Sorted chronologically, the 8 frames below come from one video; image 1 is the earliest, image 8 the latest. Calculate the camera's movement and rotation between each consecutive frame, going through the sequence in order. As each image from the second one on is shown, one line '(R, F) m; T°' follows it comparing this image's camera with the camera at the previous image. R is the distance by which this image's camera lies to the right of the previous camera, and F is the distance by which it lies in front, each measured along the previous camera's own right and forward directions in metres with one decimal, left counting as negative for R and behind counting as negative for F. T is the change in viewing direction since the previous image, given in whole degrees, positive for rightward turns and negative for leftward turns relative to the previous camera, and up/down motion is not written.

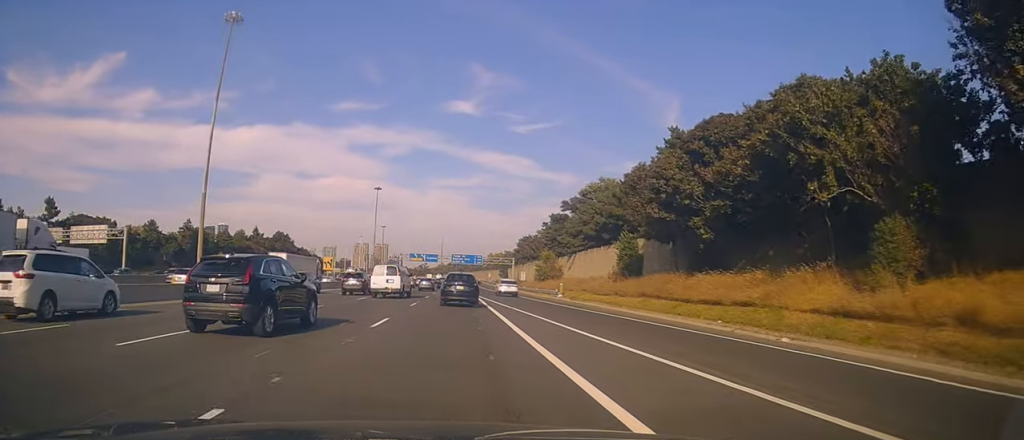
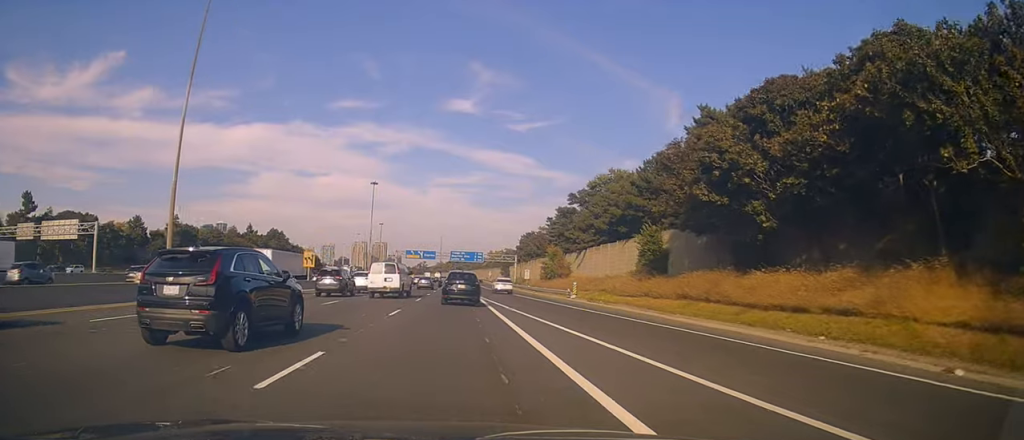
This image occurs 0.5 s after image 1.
(-0.4, +8.6) m; -1°
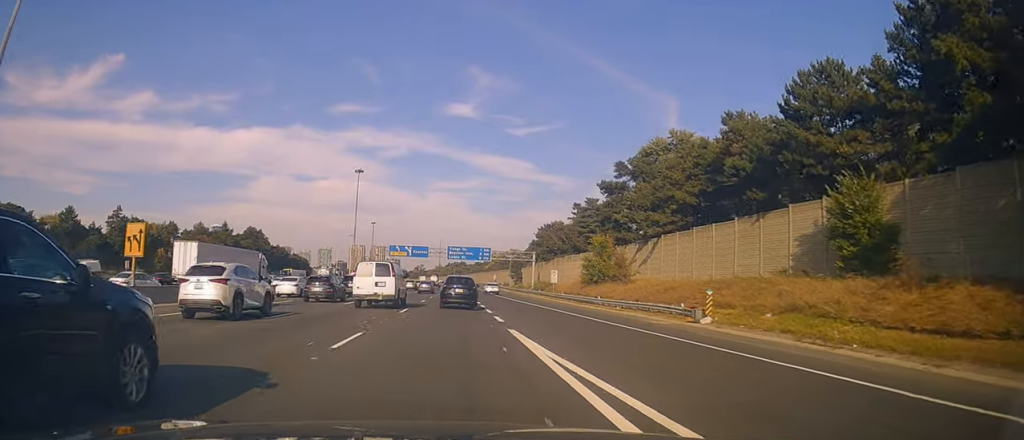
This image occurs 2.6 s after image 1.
(+0.3, +34.1) m; +2°
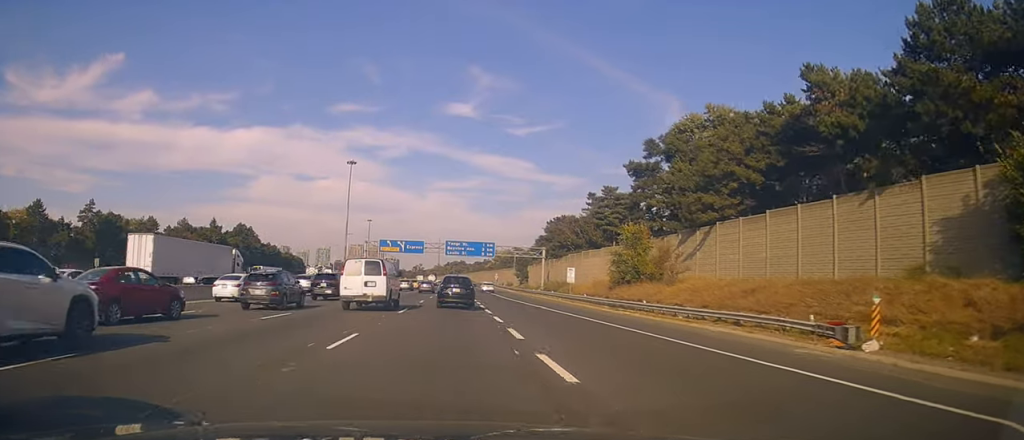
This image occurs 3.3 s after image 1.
(+0.1, +12.1) m; 0°
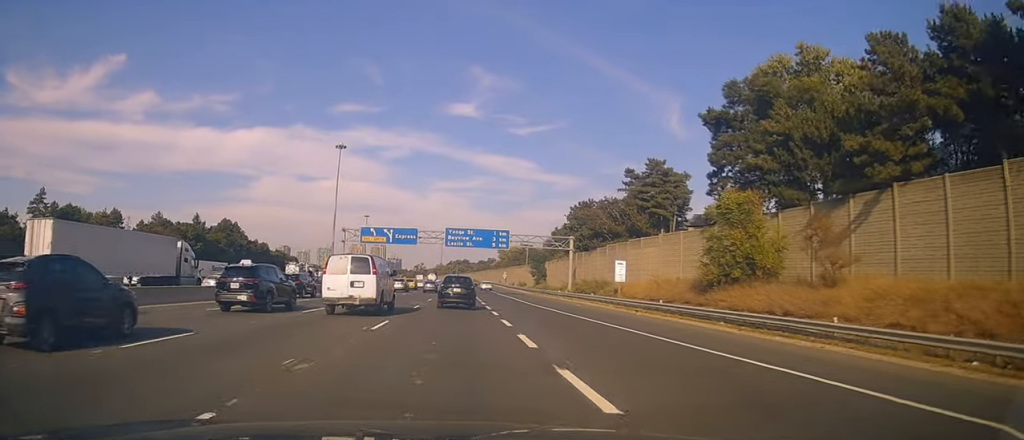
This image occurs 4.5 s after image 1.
(-0.4, +19.3) m; -2°
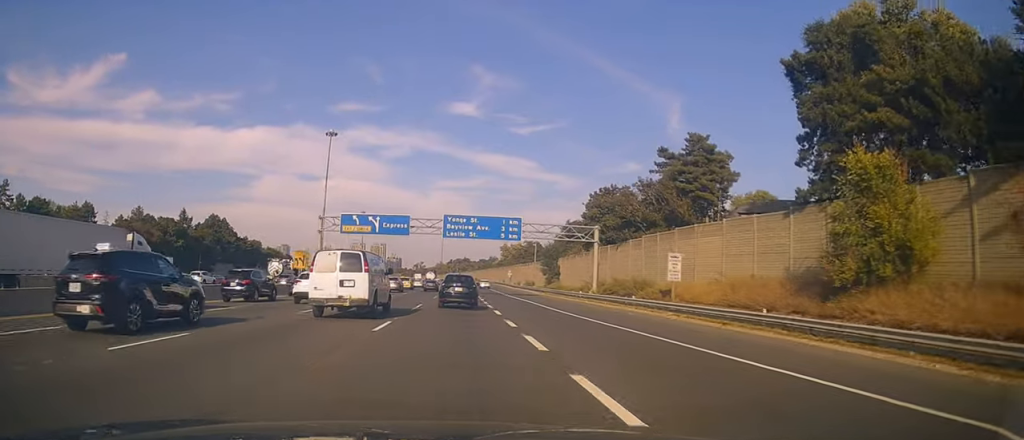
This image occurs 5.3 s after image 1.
(-0.1, +12.0) m; 0°
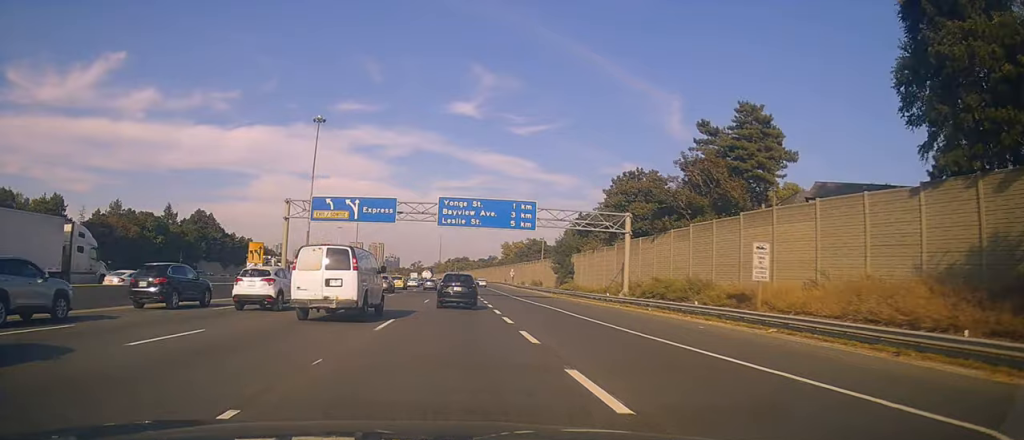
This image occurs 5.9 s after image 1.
(0.0, +11.1) m; +1°
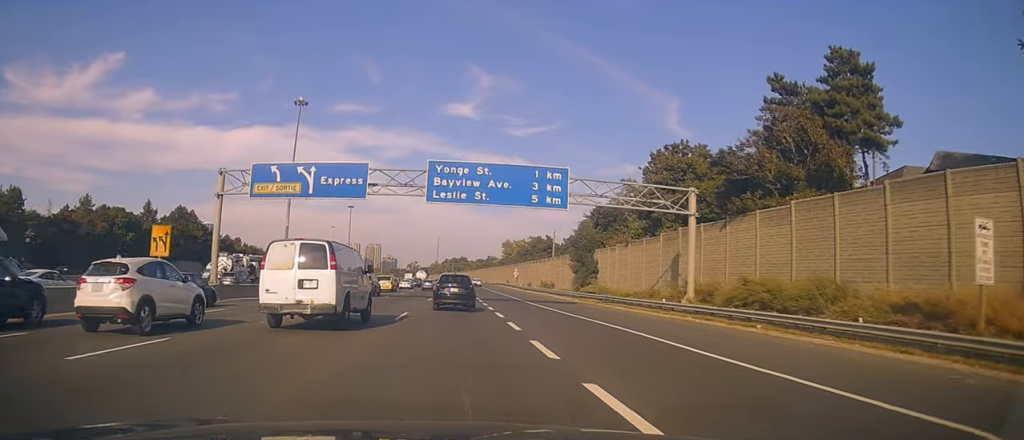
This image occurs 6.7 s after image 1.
(+0.2, +13.8) m; +1°
